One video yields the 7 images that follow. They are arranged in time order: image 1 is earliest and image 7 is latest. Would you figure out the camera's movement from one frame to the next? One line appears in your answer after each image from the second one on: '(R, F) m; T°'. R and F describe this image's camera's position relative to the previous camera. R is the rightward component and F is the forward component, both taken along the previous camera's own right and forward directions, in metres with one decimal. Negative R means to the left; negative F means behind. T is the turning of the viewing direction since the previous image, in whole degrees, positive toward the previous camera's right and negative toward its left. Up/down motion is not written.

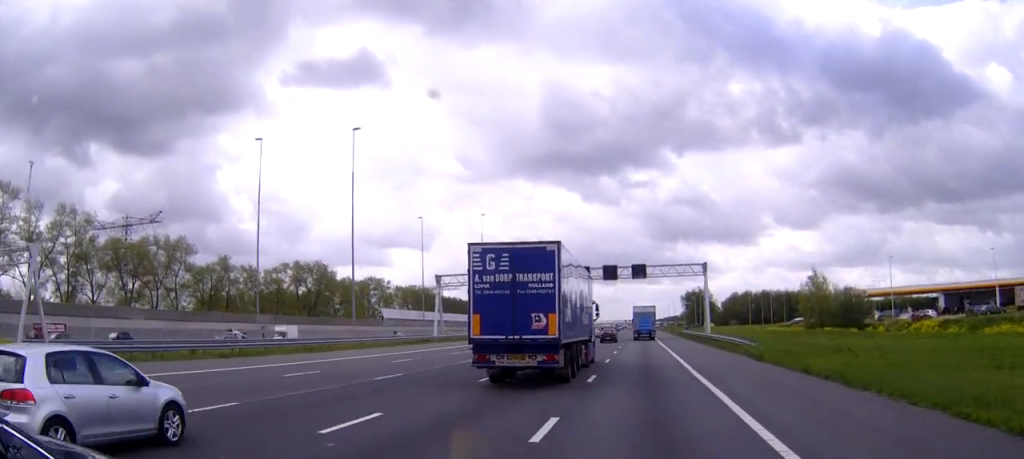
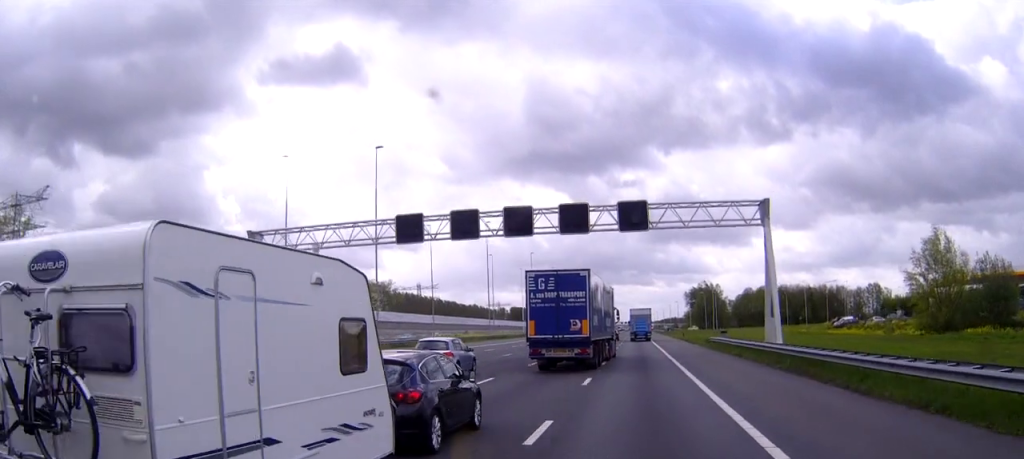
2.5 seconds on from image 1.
(0.0, +47.6) m; 0°
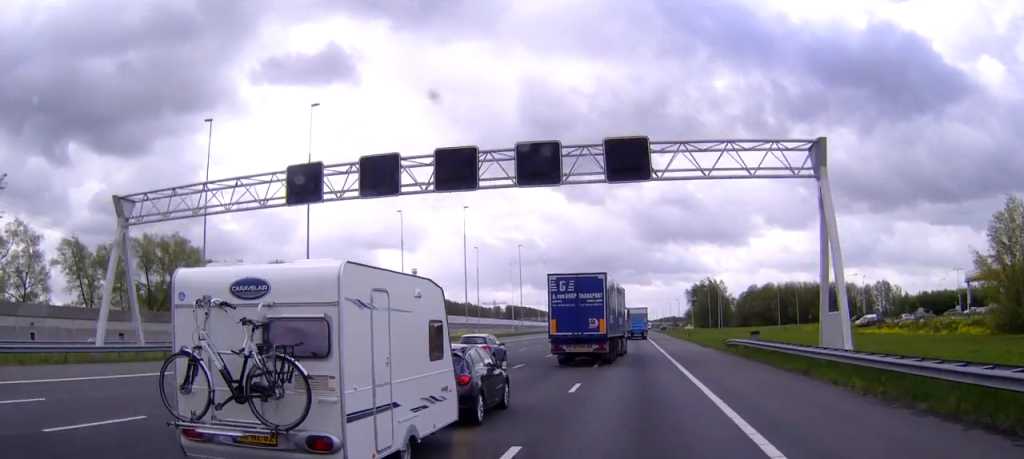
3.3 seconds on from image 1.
(0.0, +15.3) m; 0°
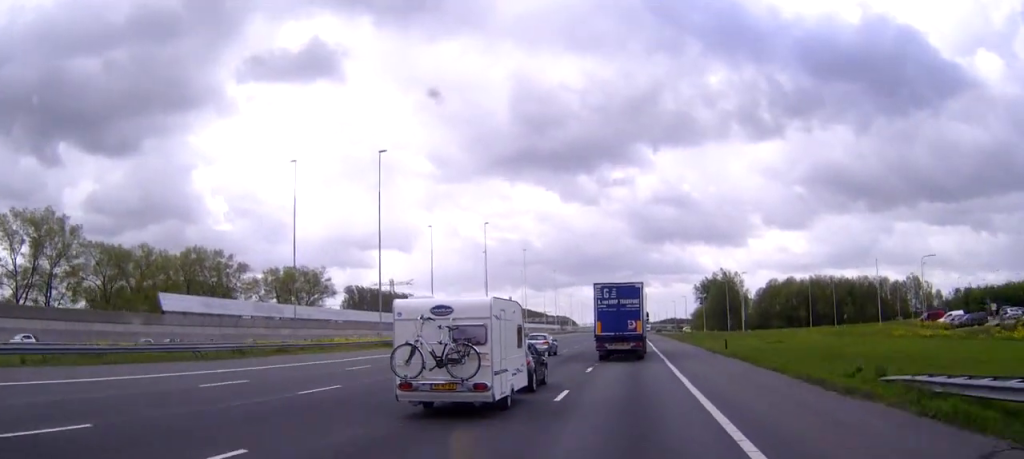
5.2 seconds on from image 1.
(+0.1, +37.3) m; 0°
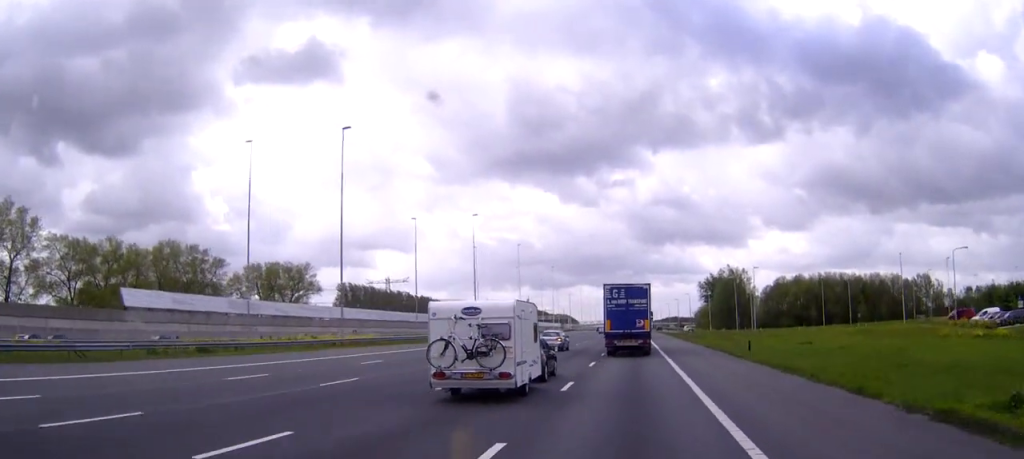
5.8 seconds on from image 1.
(0.0, +10.3) m; 0°
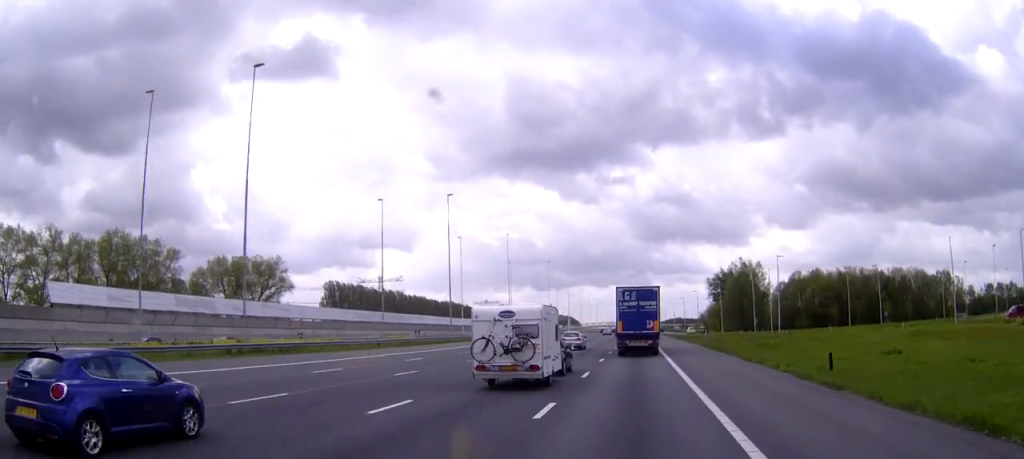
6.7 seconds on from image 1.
(0.0, +17.4) m; 0°
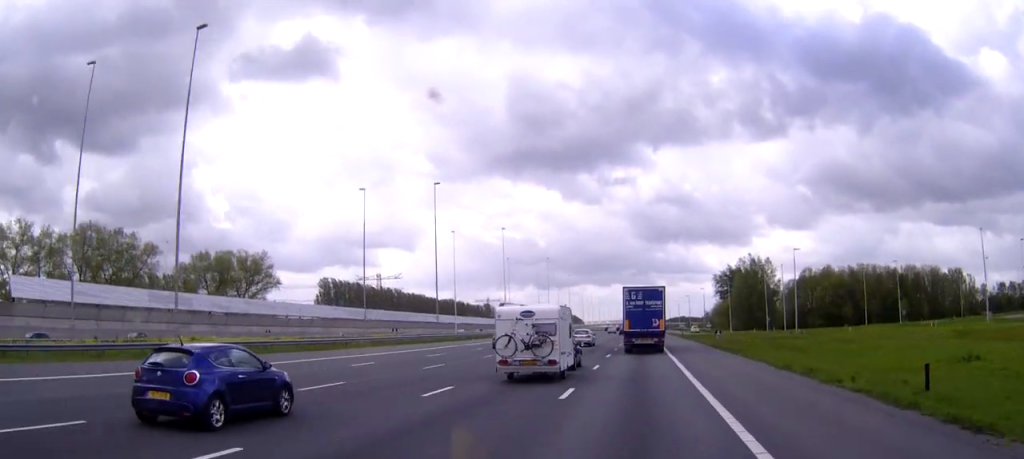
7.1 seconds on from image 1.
(0.0, +8.4) m; 0°
